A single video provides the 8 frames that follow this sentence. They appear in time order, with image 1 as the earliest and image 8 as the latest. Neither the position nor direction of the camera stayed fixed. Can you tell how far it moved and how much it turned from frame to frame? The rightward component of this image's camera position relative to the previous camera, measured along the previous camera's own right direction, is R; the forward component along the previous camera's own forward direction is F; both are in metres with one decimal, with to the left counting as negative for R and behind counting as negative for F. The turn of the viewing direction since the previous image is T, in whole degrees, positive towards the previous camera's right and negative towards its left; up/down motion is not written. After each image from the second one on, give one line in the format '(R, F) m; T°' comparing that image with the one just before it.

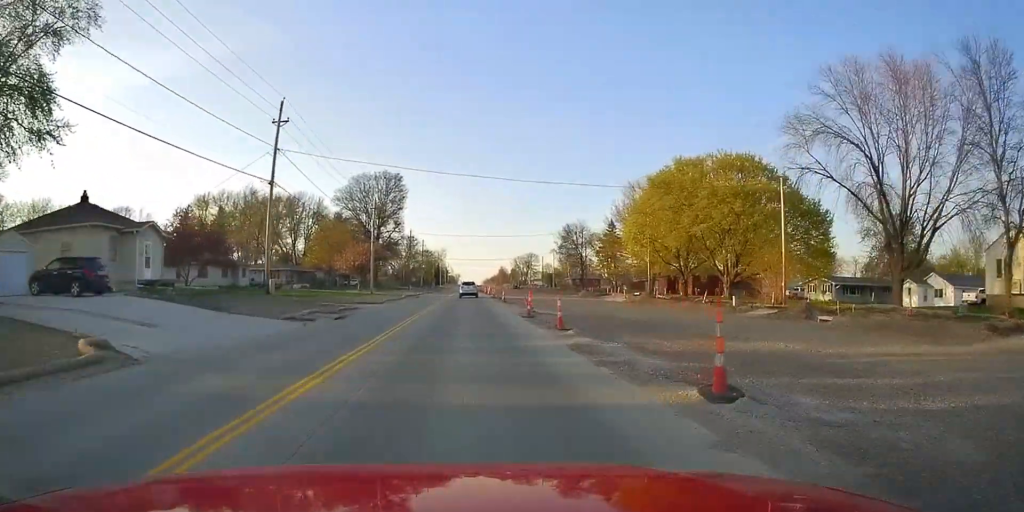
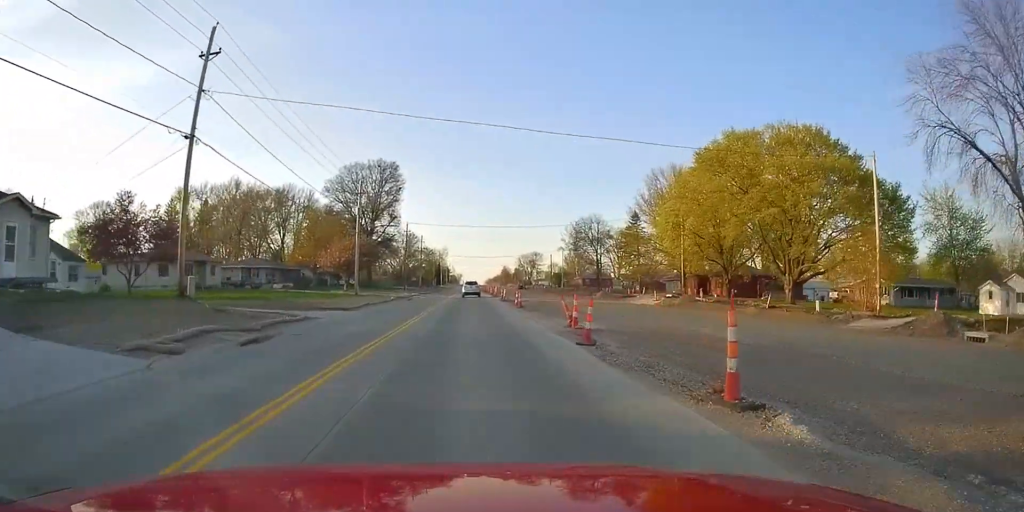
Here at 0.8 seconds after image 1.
(0.0, +12.2) m; 0°
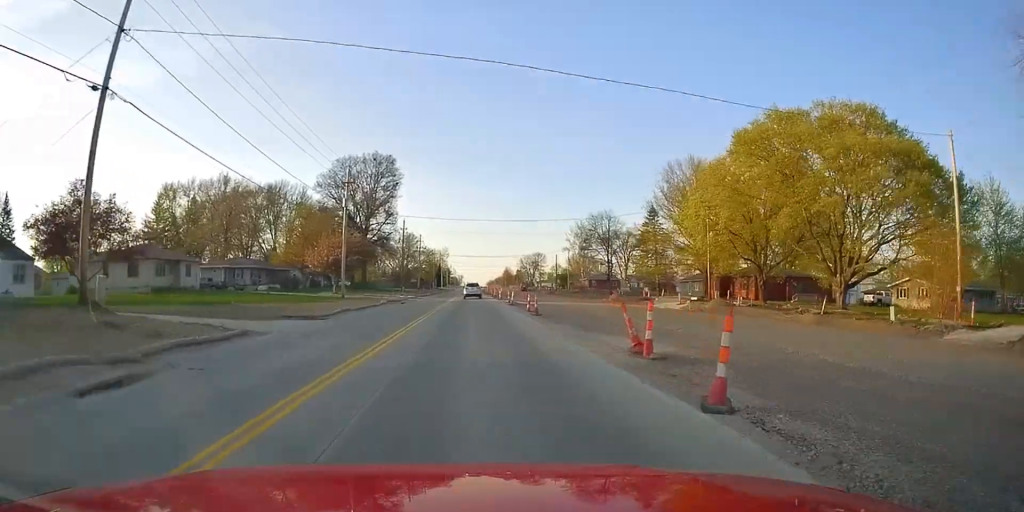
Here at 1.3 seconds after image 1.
(0.0, +7.4) m; 0°
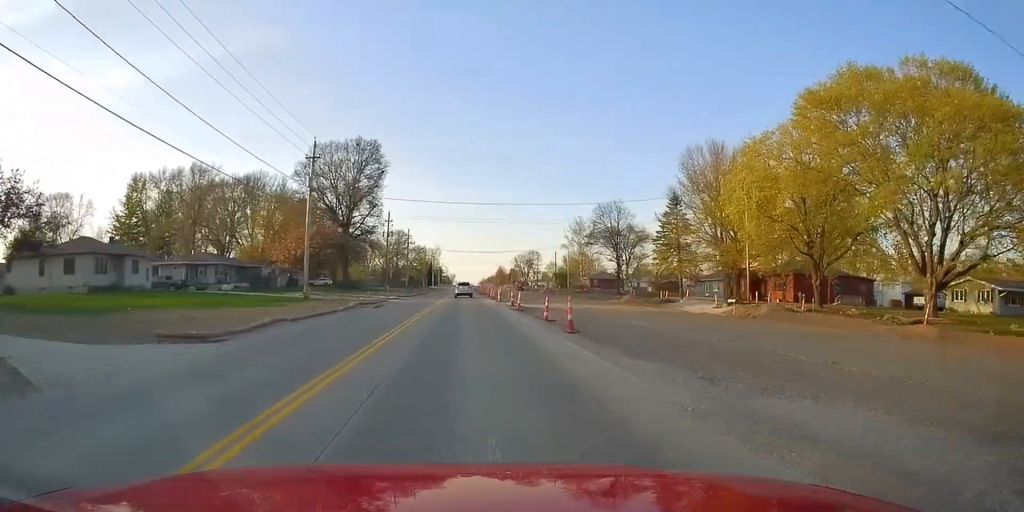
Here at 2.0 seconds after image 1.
(0.0, +10.5) m; 0°
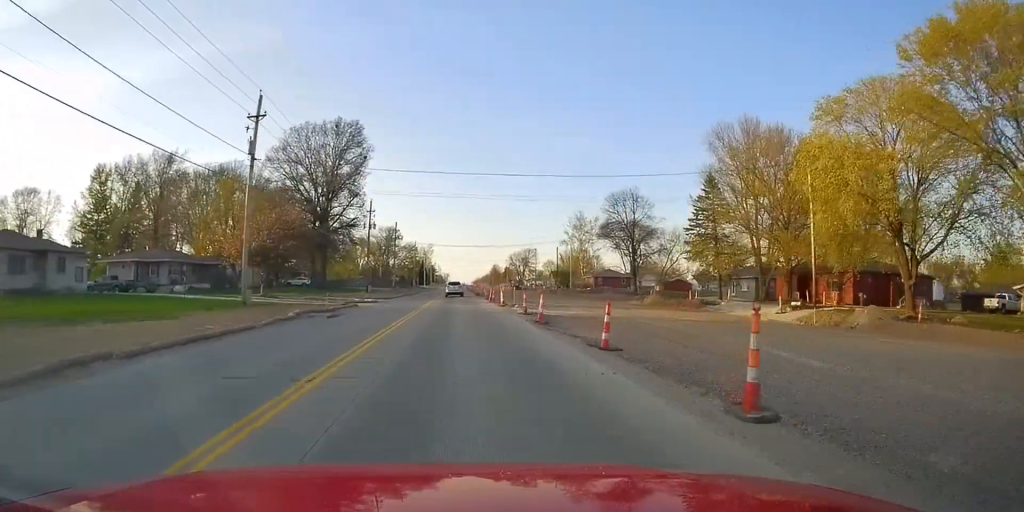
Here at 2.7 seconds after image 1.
(0.0, +11.6) m; 0°
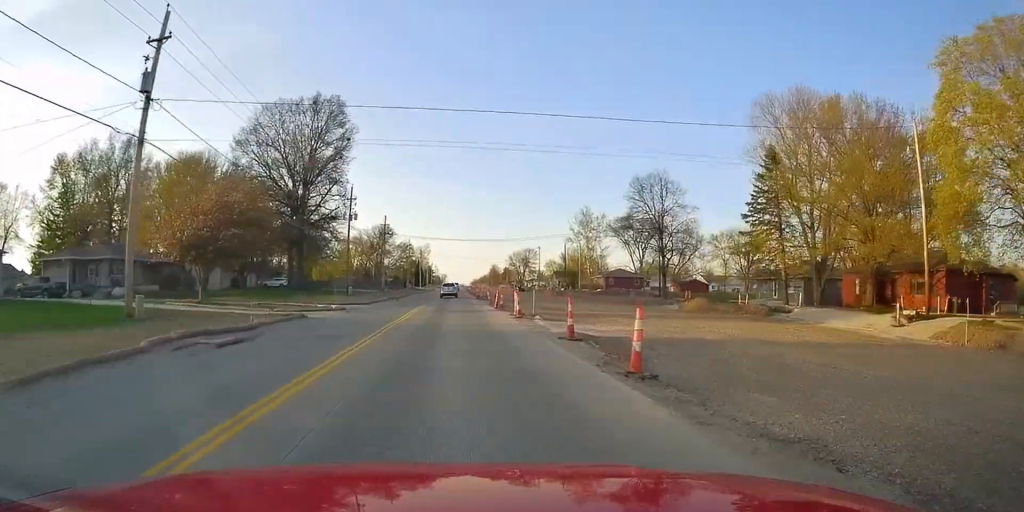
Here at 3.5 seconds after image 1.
(0.0, +12.3) m; 0°
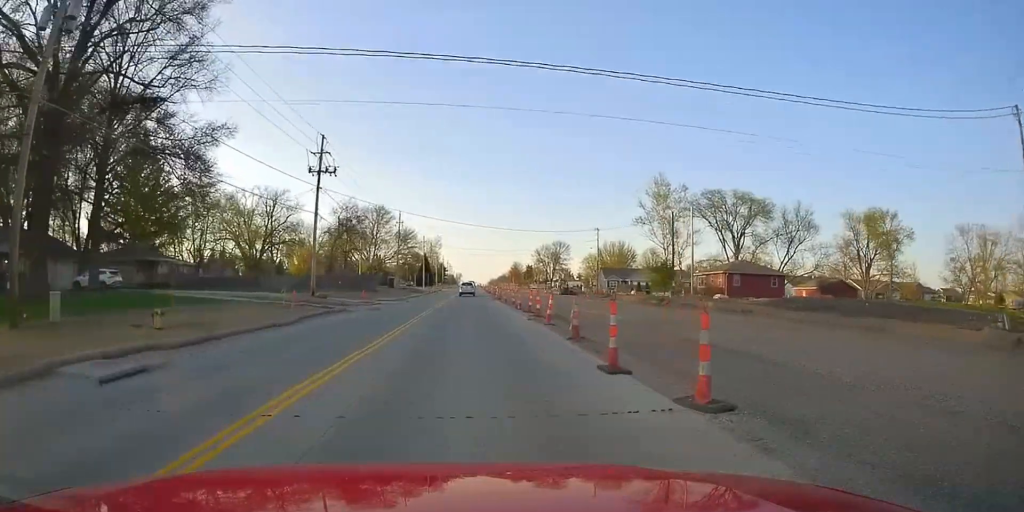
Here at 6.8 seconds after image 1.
(0.0, +52.3) m; 0°
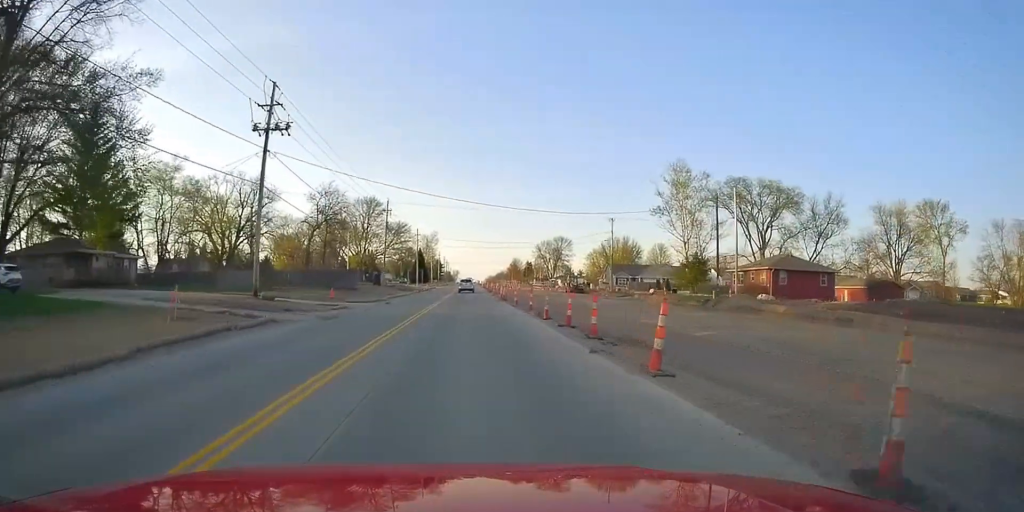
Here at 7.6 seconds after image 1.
(0.0, +11.5) m; 0°
